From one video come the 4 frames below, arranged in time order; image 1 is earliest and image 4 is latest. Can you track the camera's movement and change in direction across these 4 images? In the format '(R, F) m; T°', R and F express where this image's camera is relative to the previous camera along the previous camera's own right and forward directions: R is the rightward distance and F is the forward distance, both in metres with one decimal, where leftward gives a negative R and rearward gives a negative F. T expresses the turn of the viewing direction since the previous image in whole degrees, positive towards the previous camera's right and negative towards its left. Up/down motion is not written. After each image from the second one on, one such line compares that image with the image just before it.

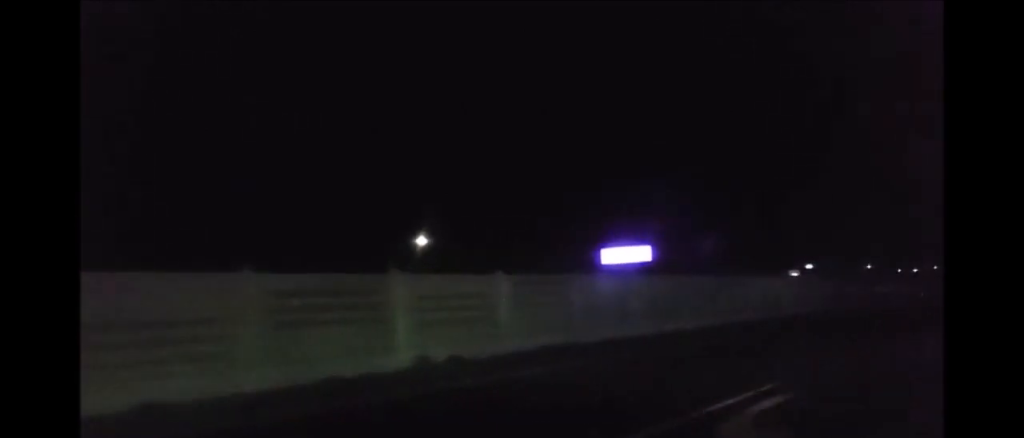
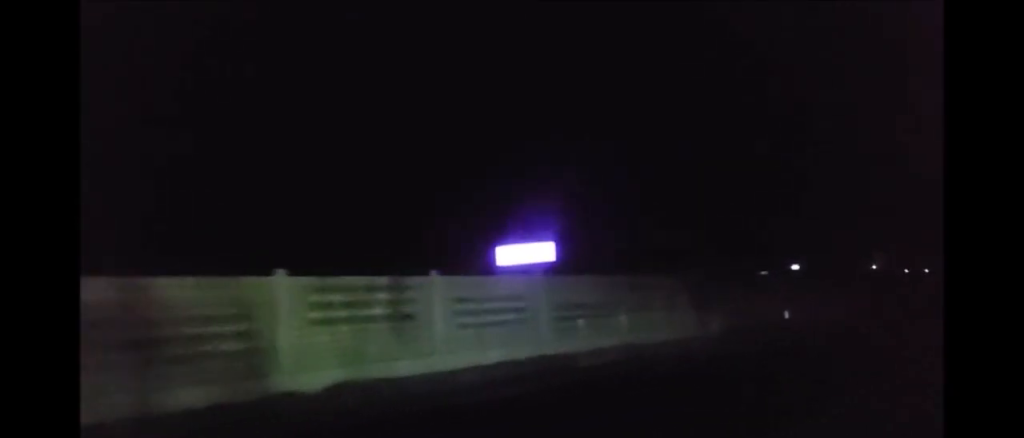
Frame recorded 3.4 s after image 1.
(-0.8, +58.9) m; 0°
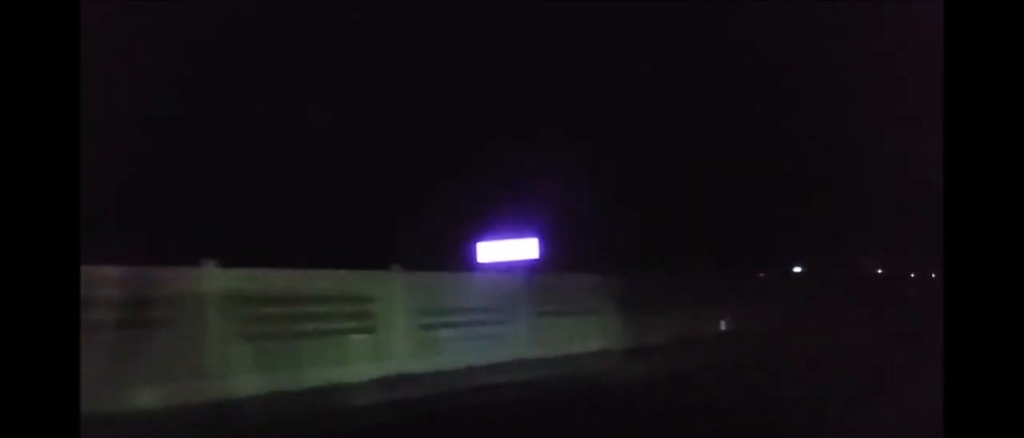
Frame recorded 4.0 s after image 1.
(+0.1, +10.5) m; -1°
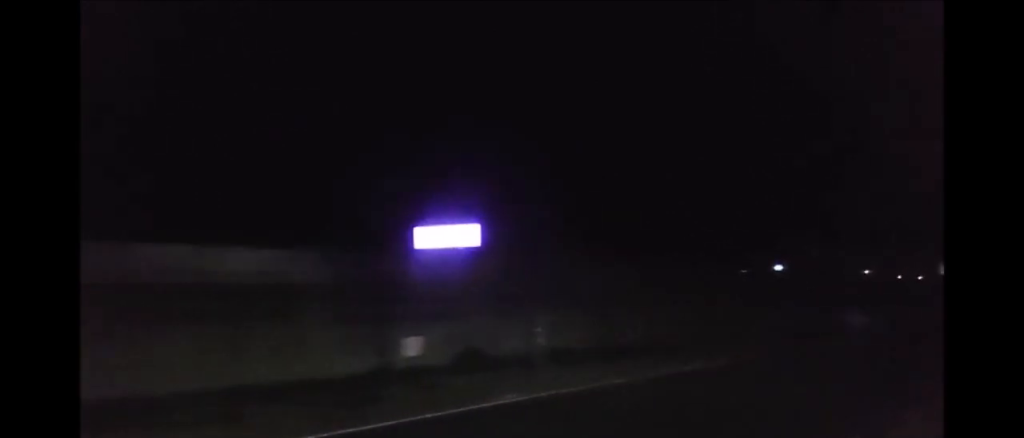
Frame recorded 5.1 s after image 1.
(-0.3, +19.3) m; +1°
